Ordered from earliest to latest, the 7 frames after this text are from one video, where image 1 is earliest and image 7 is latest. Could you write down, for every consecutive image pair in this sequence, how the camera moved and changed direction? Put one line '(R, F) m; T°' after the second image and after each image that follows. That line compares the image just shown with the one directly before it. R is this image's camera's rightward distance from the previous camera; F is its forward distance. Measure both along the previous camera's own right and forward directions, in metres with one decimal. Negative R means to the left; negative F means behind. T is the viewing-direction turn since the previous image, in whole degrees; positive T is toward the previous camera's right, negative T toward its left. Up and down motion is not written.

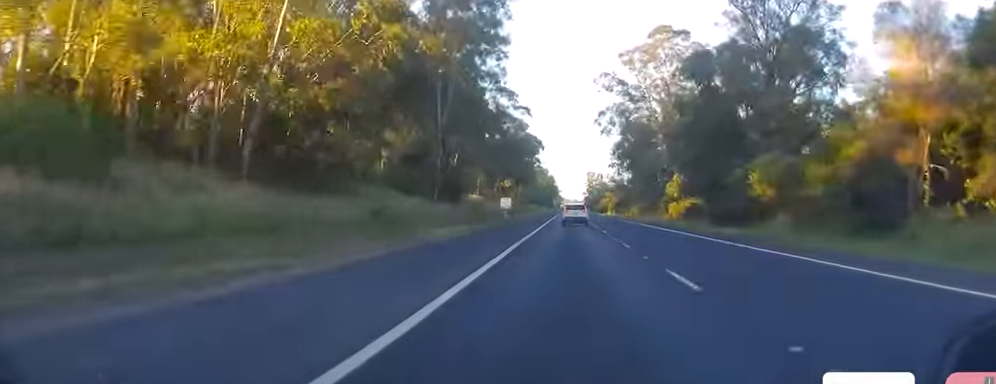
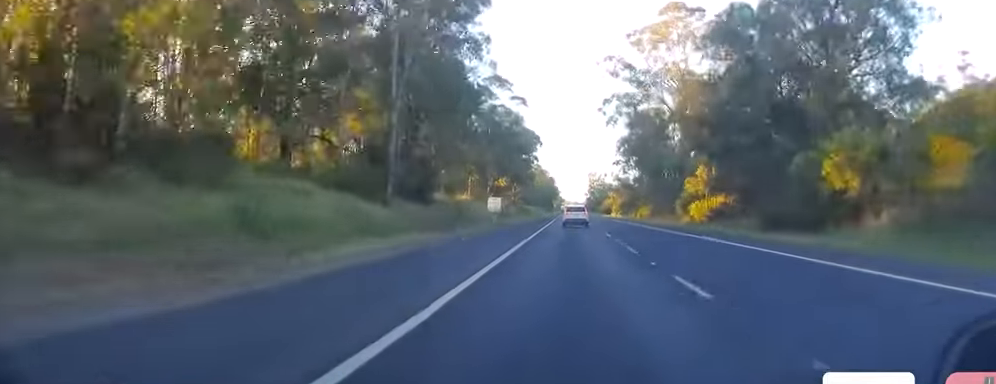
(+0.2, +12.8) m; 0°
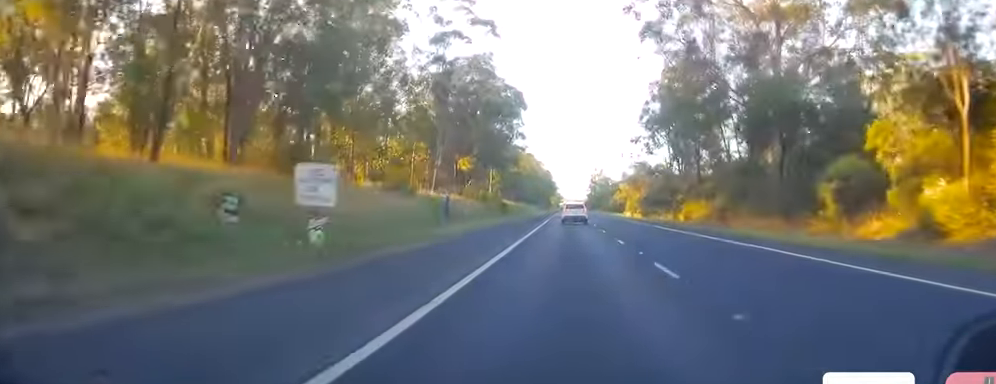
(-0.1, +44.0) m; 0°
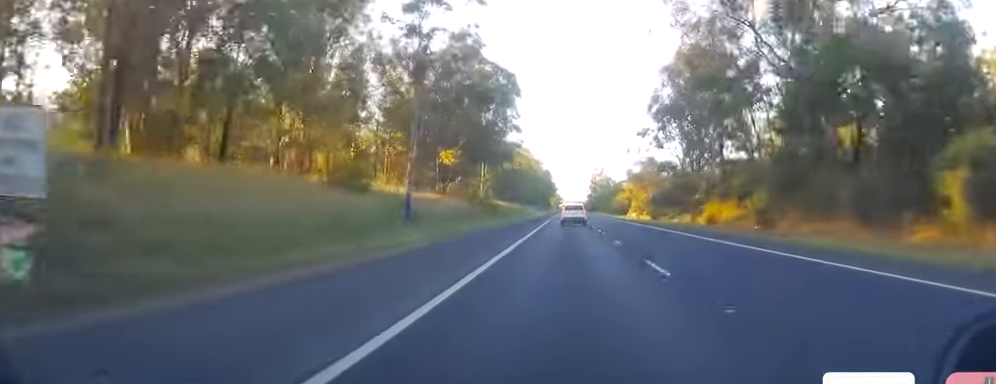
(+0.1, +11.1) m; 0°
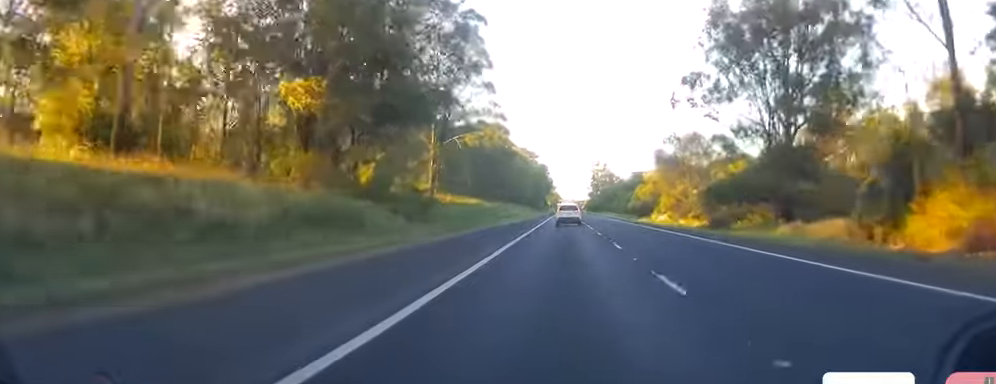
(0.0, +38.3) m; -1°
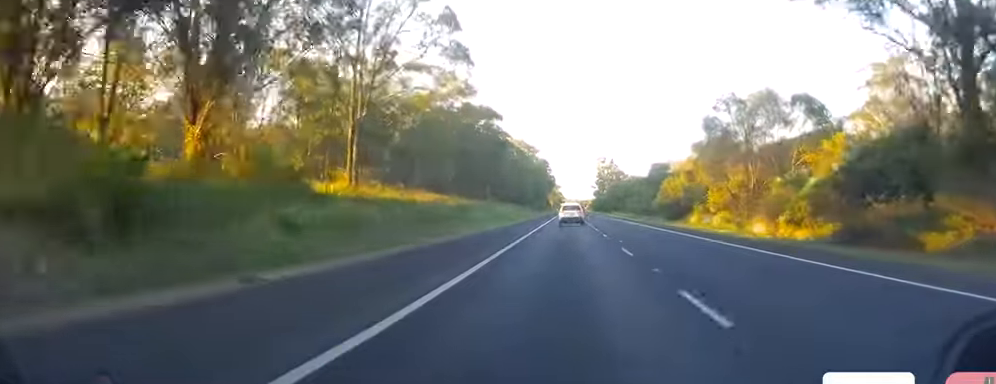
(-0.3, +26.2) m; 0°
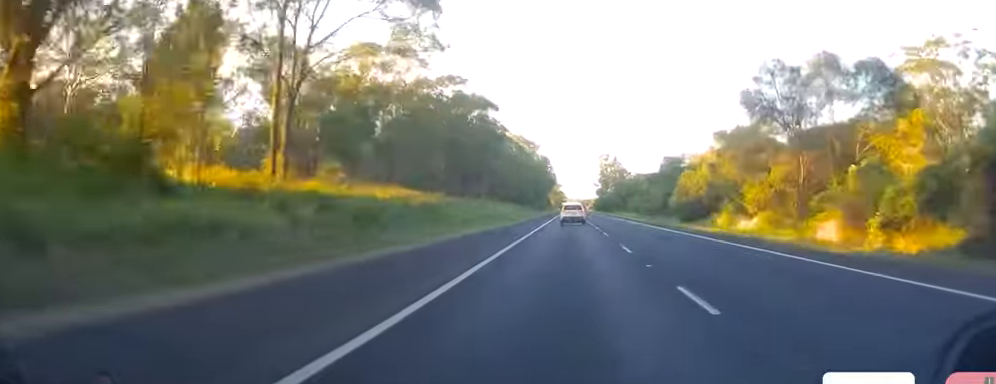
(+0.2, +11.3) m; 0°
